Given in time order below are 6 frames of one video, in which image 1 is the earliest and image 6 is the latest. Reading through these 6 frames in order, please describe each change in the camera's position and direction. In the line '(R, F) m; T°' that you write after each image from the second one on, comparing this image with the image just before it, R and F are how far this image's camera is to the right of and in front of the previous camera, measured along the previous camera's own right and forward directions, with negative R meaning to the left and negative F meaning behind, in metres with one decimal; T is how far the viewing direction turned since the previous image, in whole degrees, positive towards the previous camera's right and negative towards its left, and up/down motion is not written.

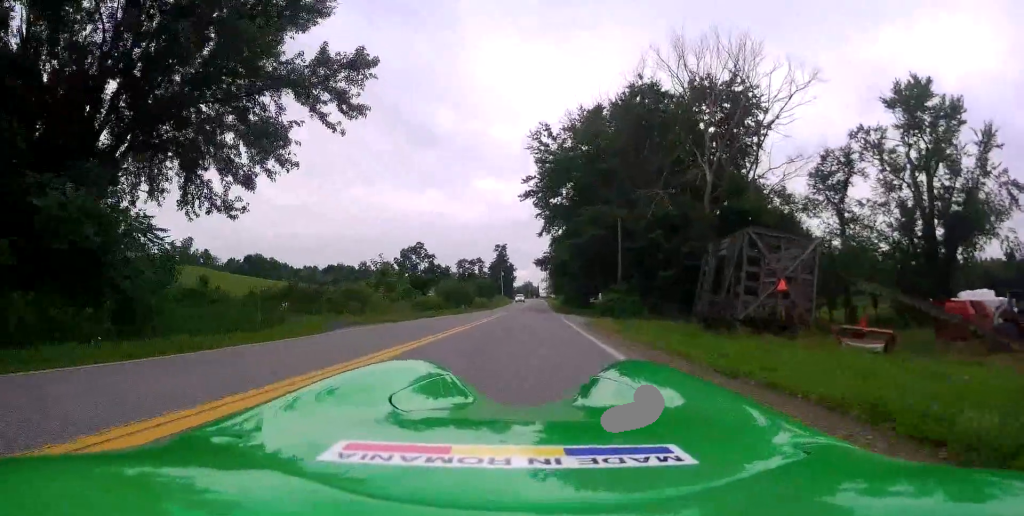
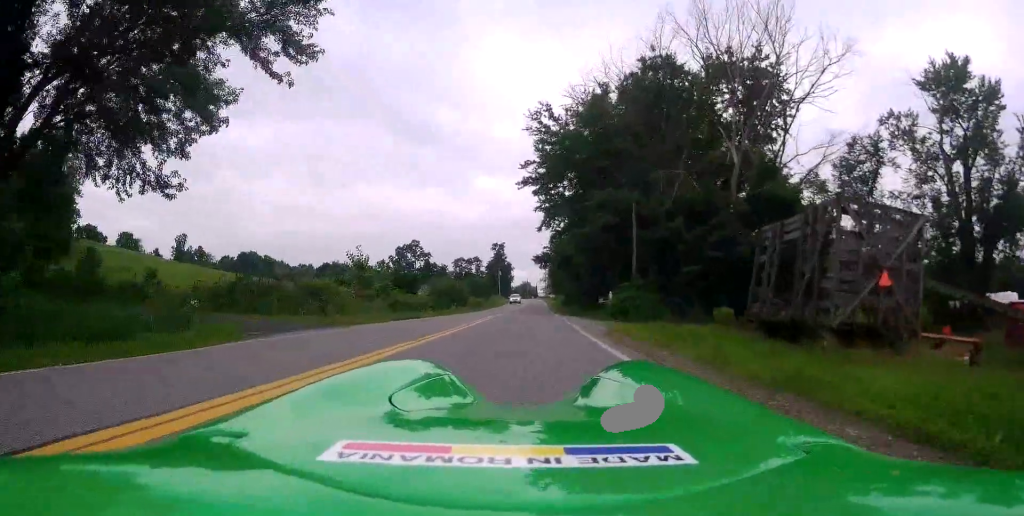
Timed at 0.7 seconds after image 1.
(0.0, +5.4) m; 0°
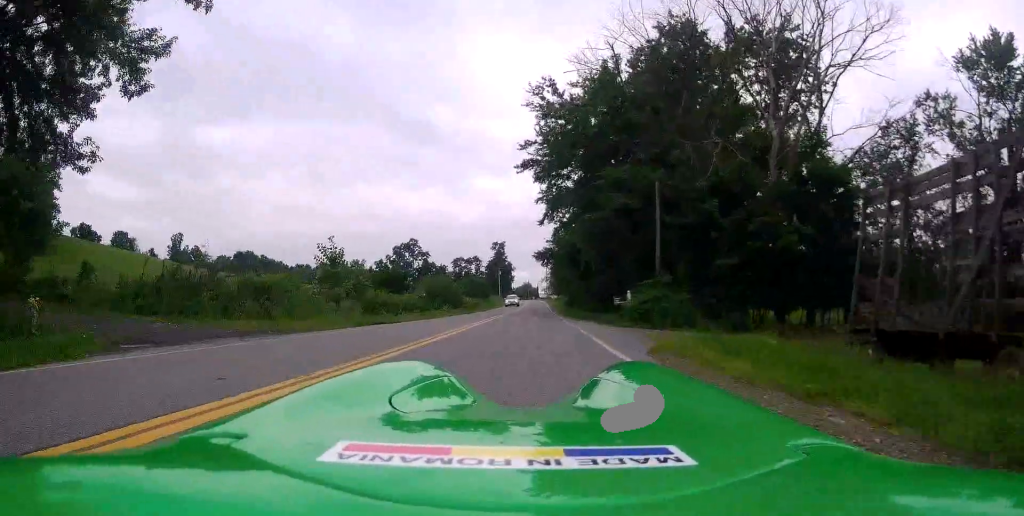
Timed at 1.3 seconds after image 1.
(-0.1, +5.4) m; +1°
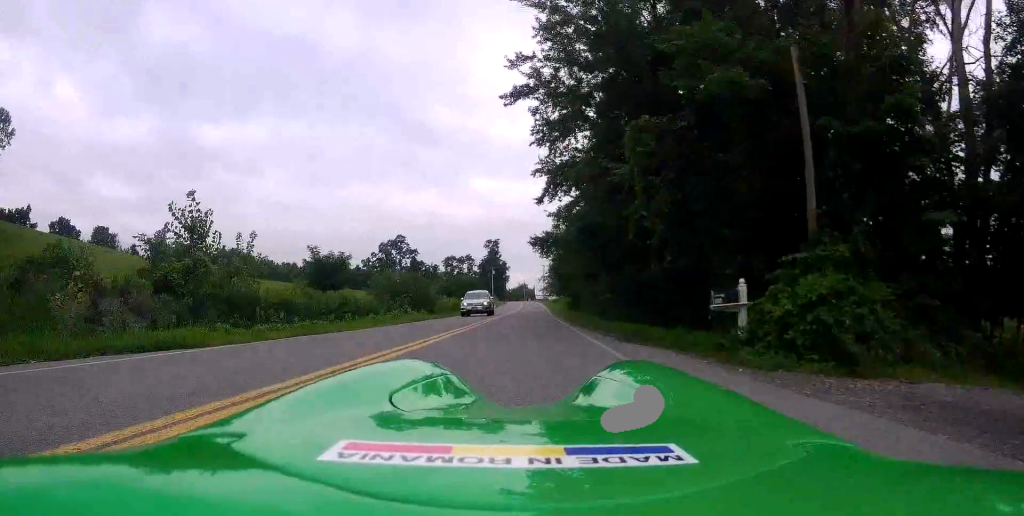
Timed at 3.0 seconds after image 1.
(+0.6, +13.8) m; +2°
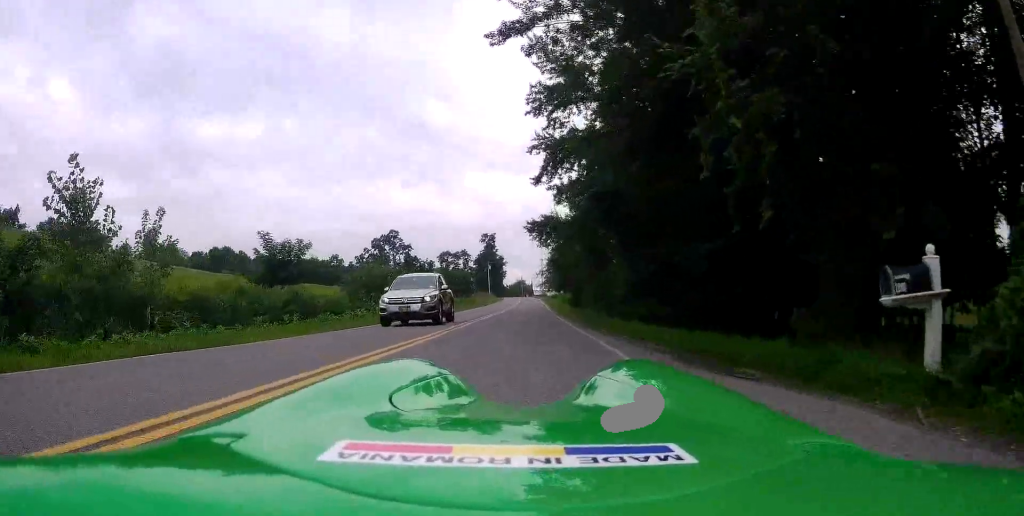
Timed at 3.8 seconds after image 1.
(0.0, +5.8) m; -2°
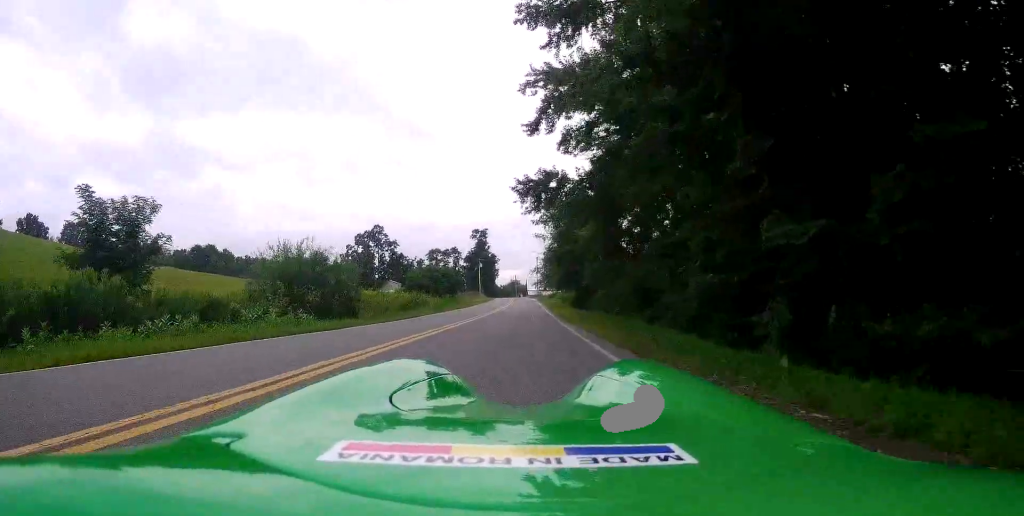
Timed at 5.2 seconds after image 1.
(-0.1, +11.7) m; +2°
